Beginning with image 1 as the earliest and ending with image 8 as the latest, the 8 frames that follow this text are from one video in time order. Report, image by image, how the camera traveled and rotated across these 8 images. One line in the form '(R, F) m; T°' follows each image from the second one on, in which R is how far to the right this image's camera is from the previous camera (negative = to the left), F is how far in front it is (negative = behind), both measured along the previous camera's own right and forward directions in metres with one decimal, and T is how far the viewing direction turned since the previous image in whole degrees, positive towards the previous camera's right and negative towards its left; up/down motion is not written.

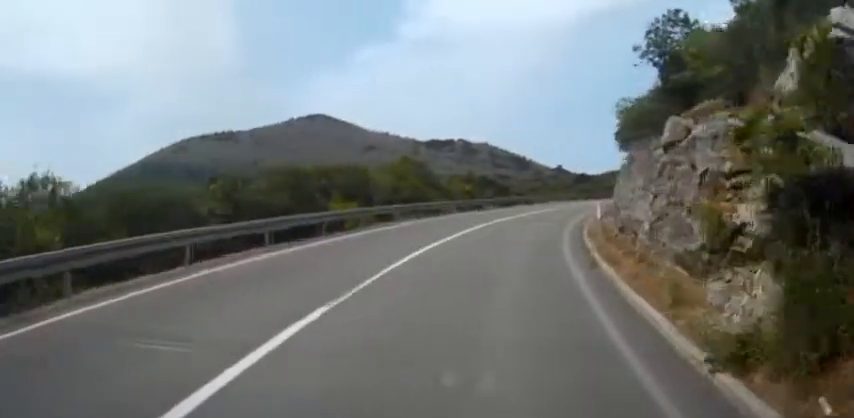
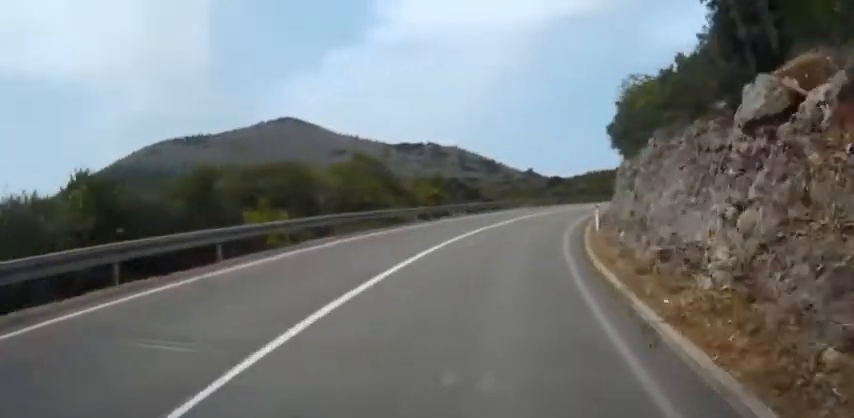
(+0.2, +6.2) m; +3°
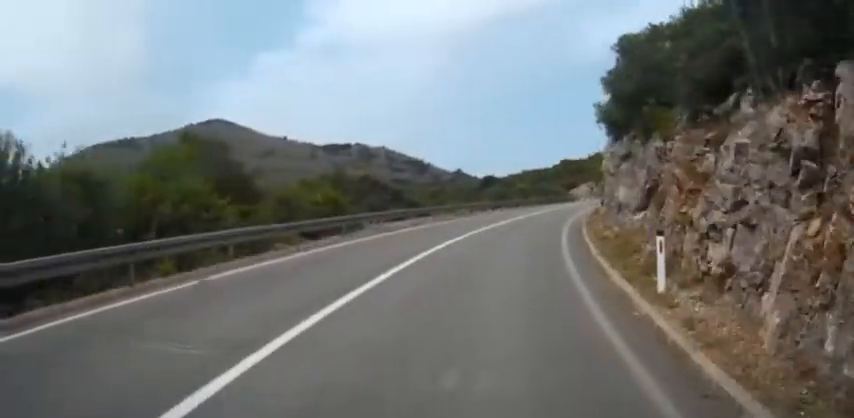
(+0.8, +14.5) m; +6°
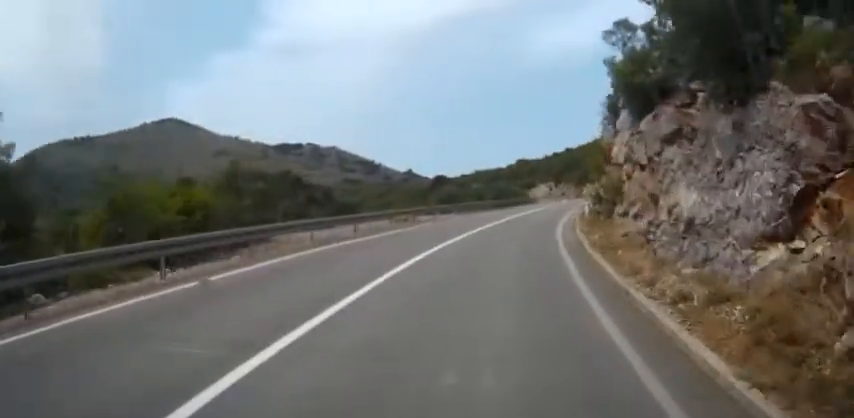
(+0.3, +10.5) m; +4°
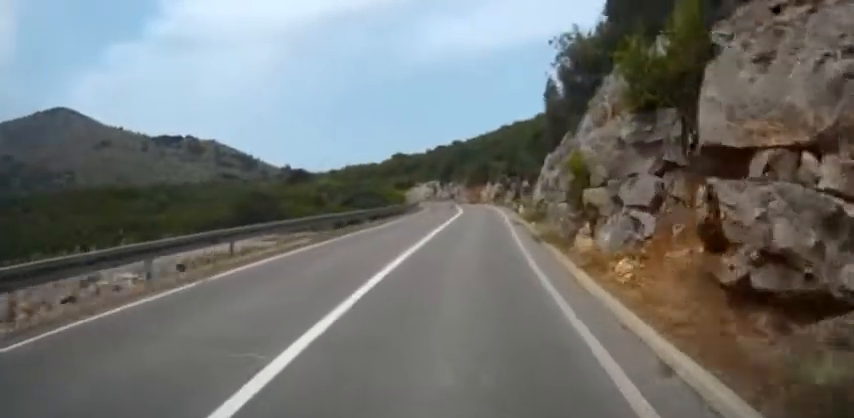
(+3.4, +31.1) m; +12°
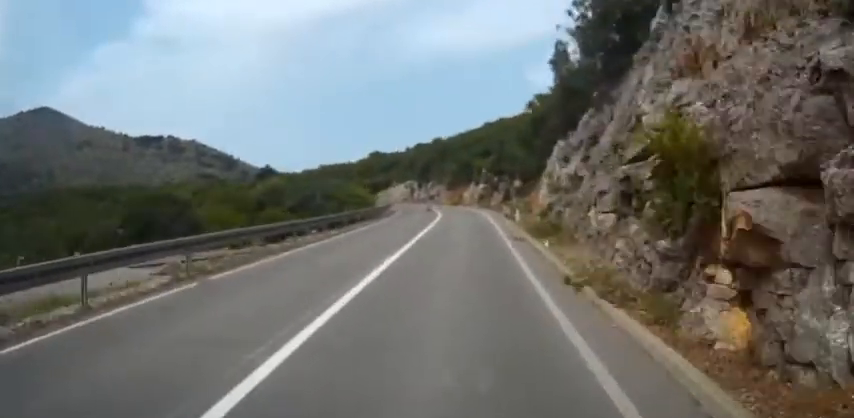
(+0.4, +9.9) m; +2°
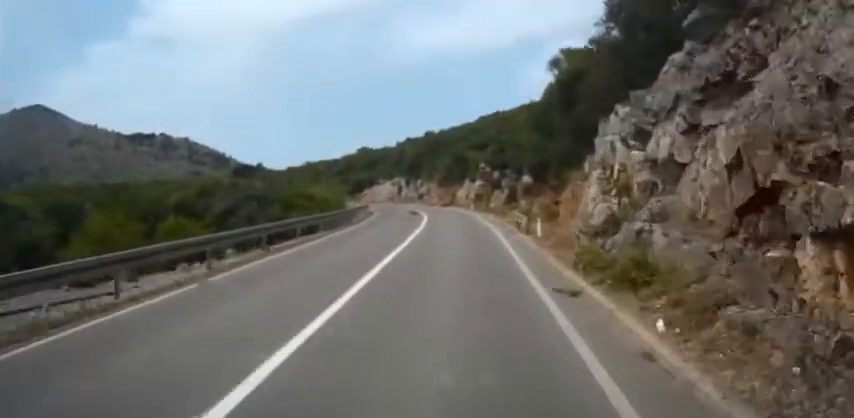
(+0.1, +11.0) m; +1°
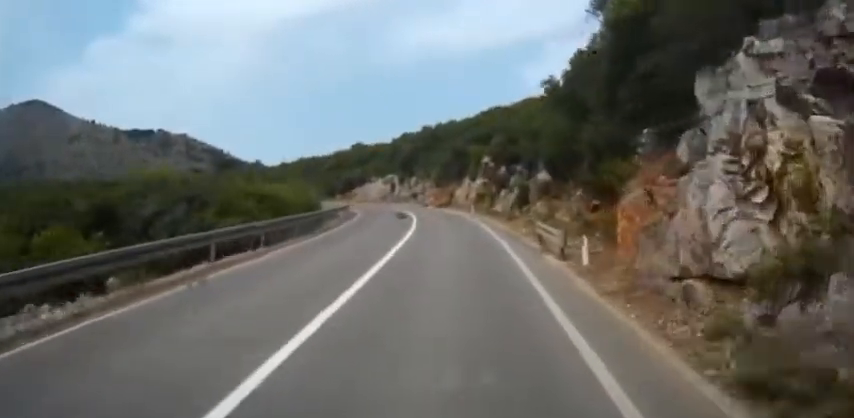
(0.0, +7.7) m; 0°
